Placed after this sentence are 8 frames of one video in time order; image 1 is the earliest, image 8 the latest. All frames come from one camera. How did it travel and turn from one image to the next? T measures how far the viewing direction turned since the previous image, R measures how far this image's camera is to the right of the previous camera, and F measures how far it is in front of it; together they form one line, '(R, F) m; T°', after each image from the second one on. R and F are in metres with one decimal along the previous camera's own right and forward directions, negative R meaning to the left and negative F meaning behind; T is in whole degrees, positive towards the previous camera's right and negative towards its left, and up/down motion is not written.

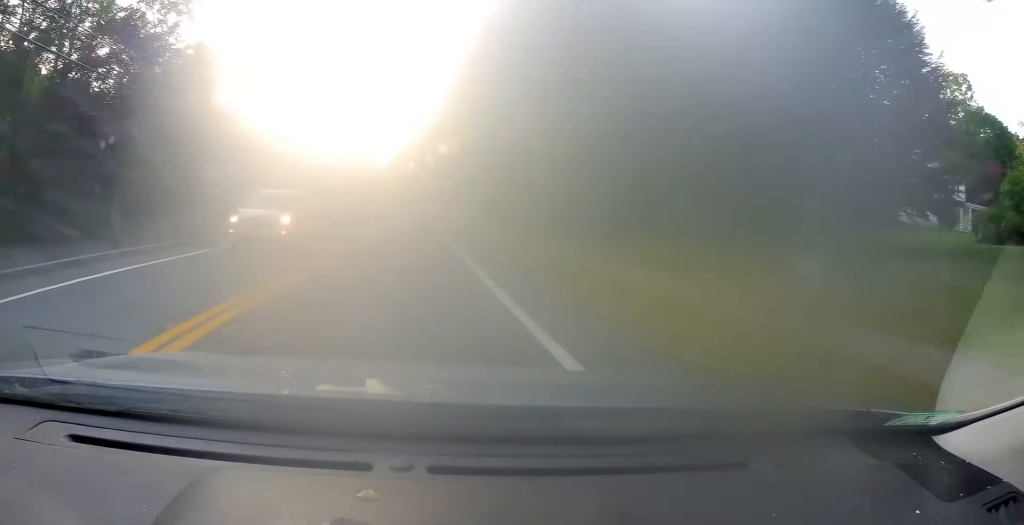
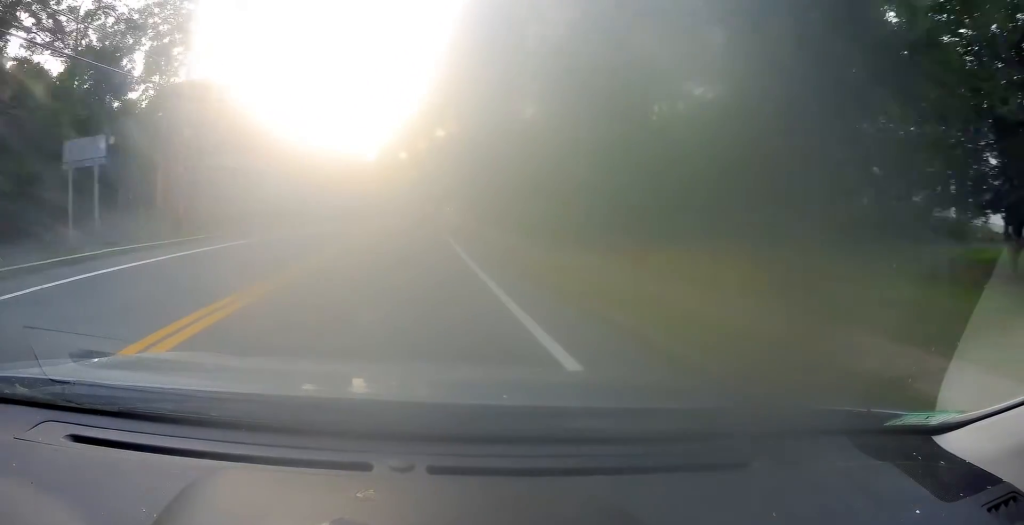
(-0.2, +10.6) m; +1°
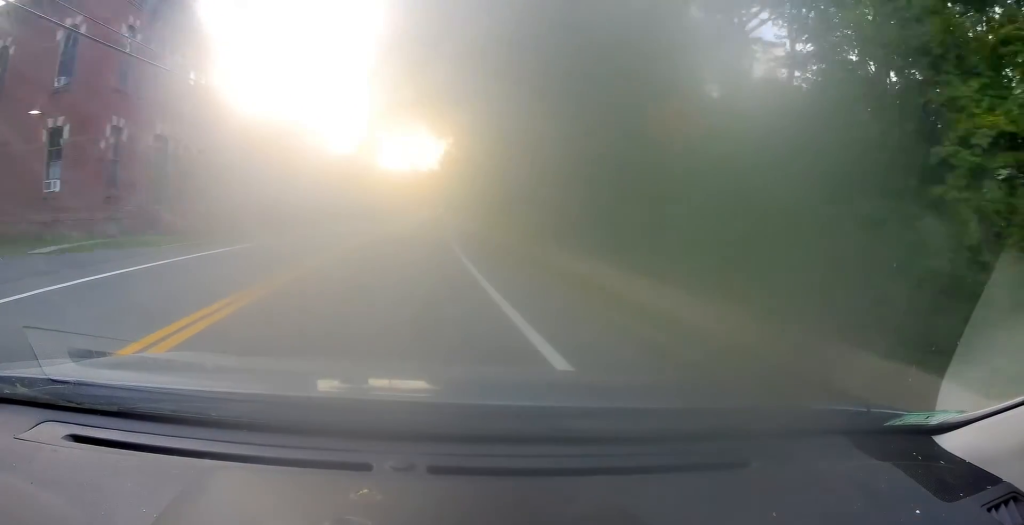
(+0.9, +21.6) m; +2°
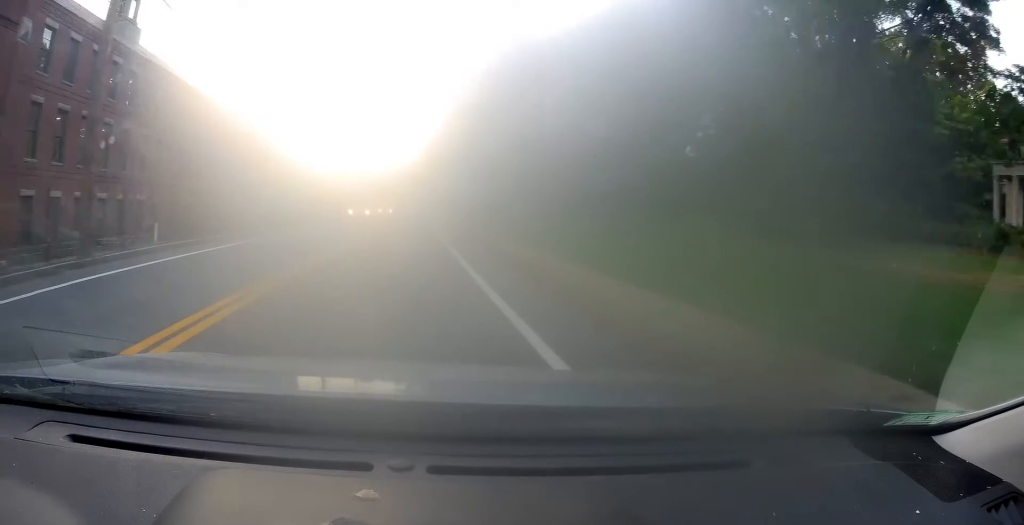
(+0.4, +48.0) m; +2°
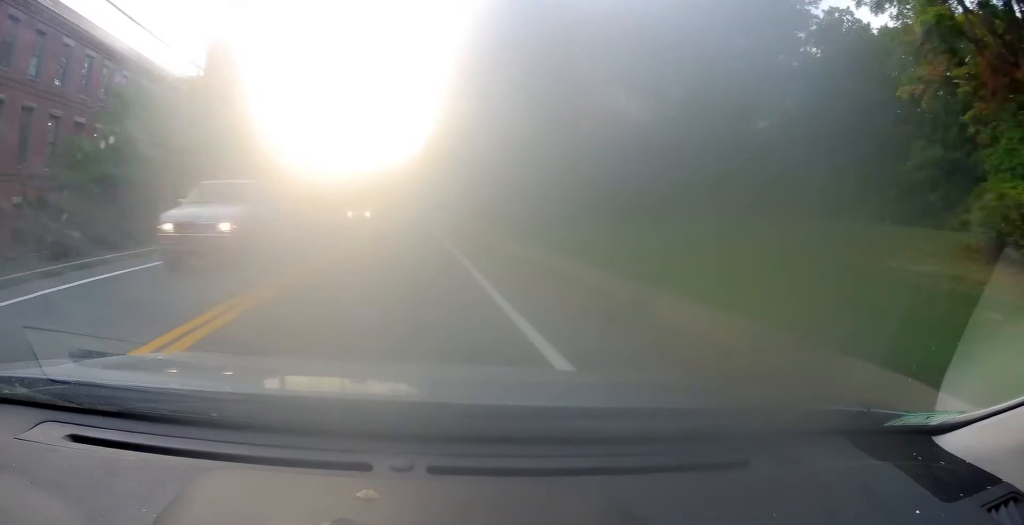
(-0.1, +15.2) m; 0°
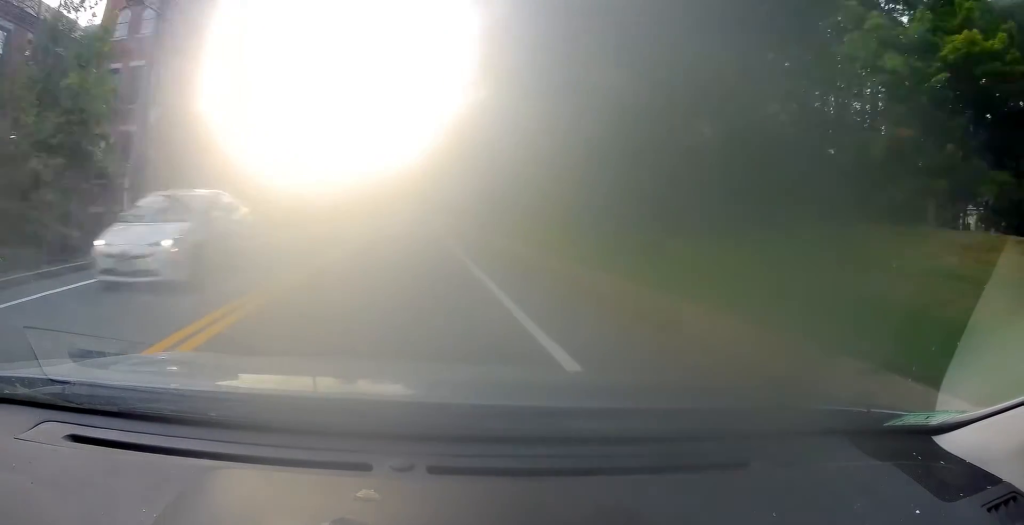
(-0.1, +17.2) m; 0°
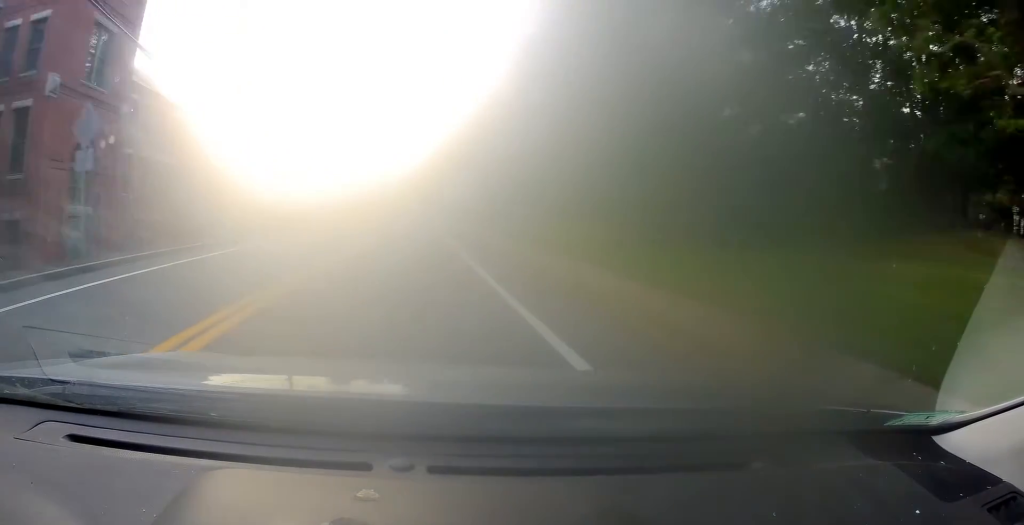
(-0.1, +9.6) m; 0°
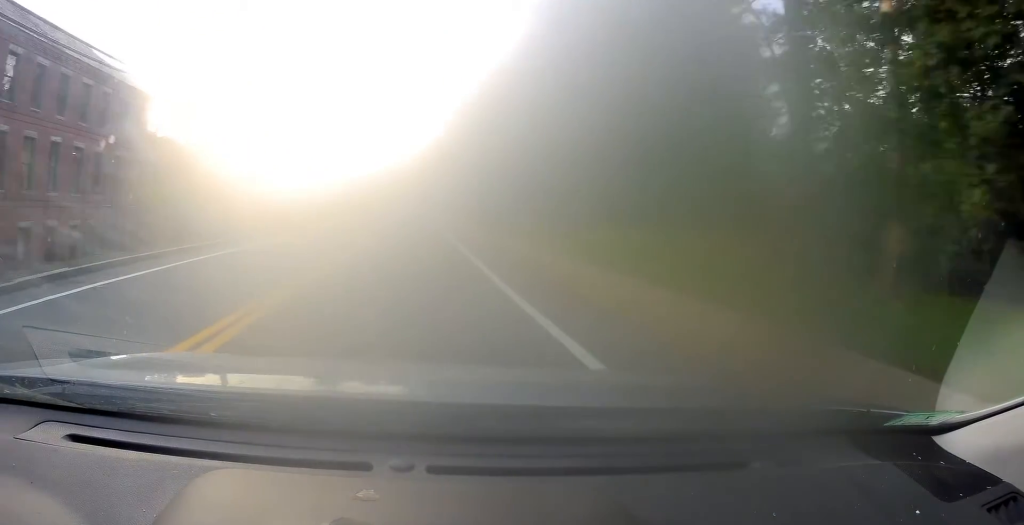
(+0.2, +14.2) m; 0°
